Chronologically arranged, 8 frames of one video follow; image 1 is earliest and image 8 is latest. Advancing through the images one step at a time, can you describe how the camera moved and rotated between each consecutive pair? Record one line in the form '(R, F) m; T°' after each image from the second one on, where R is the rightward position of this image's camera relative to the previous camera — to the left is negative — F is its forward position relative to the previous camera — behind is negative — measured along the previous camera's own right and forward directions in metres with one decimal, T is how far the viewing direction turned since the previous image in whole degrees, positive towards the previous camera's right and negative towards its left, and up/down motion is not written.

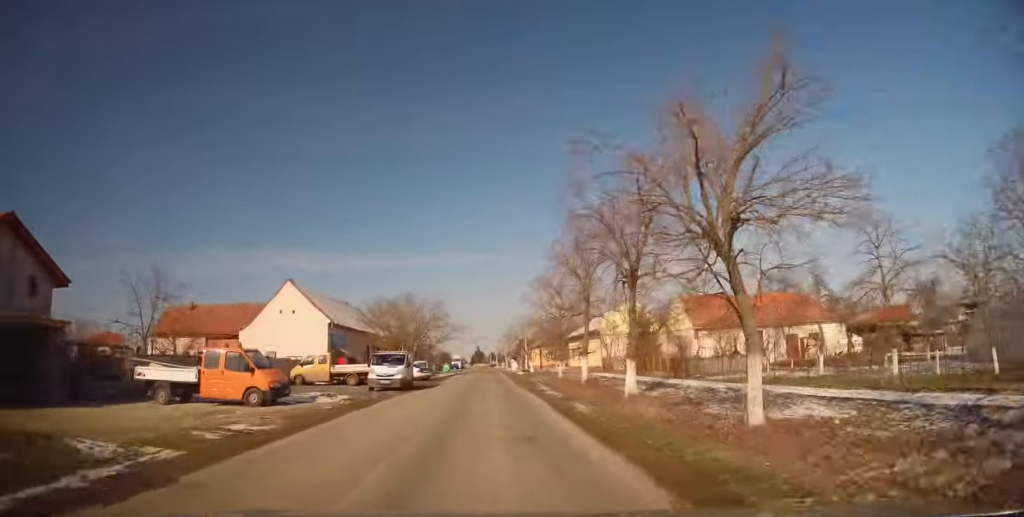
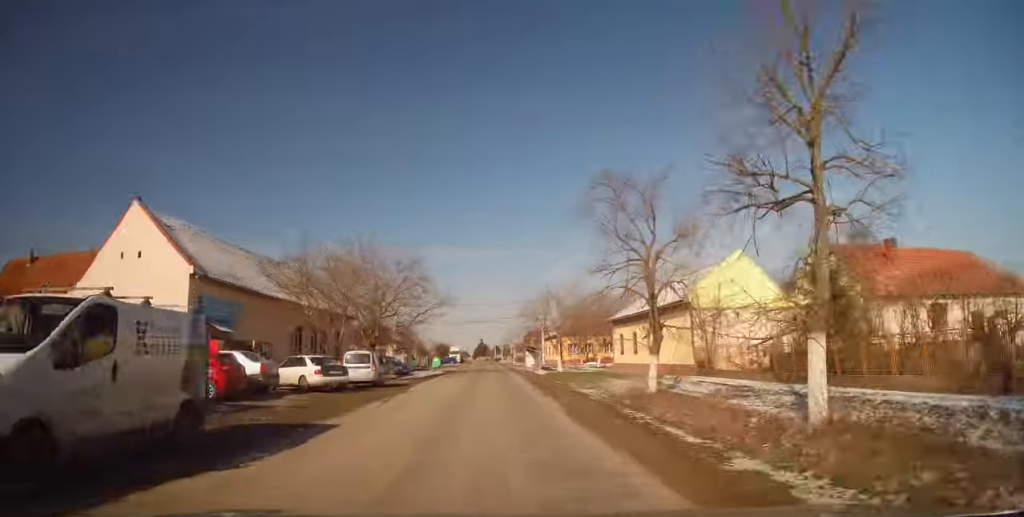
(0.0, +23.4) m; +1°
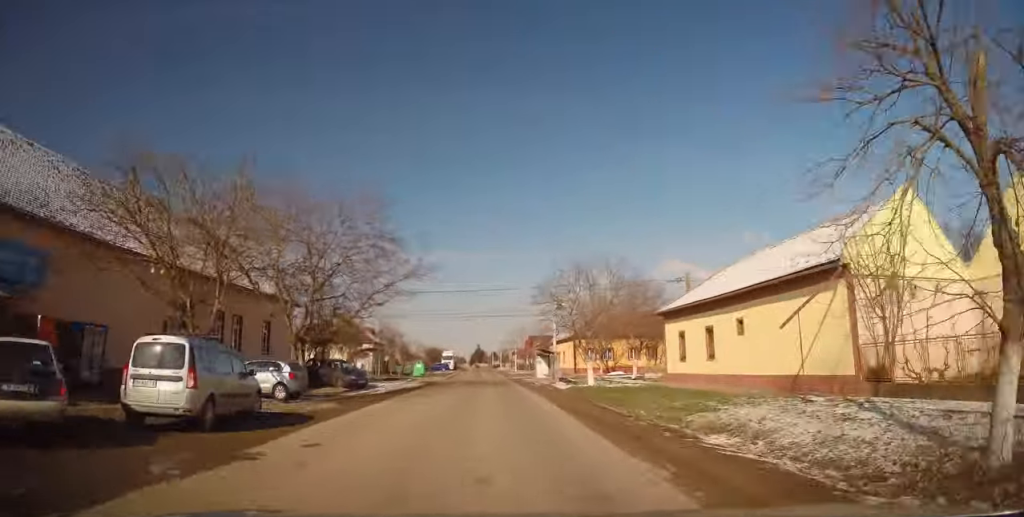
(+0.3, +14.7) m; 0°
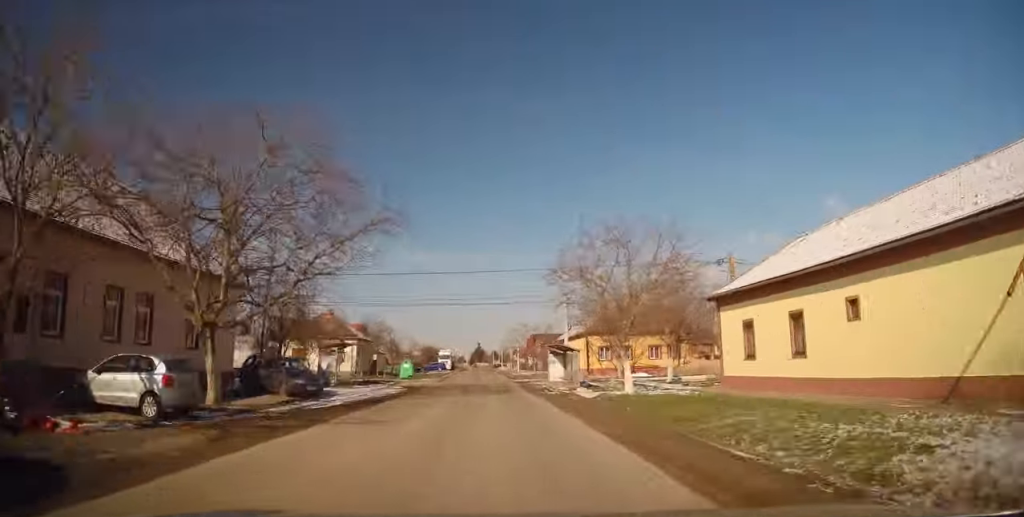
(-0.2, +8.3) m; -1°
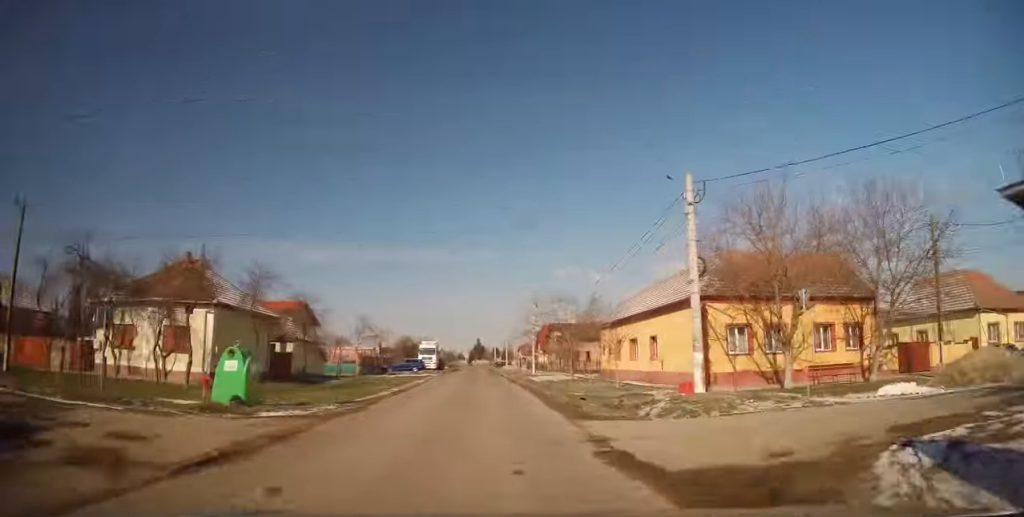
(-0.3, +30.9) m; 0°
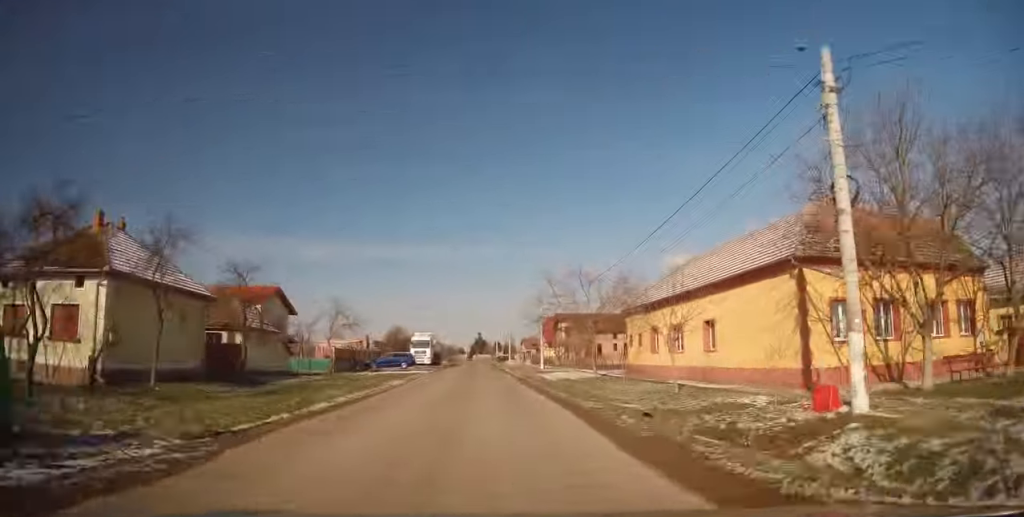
(0.0, +8.7) m; 0°
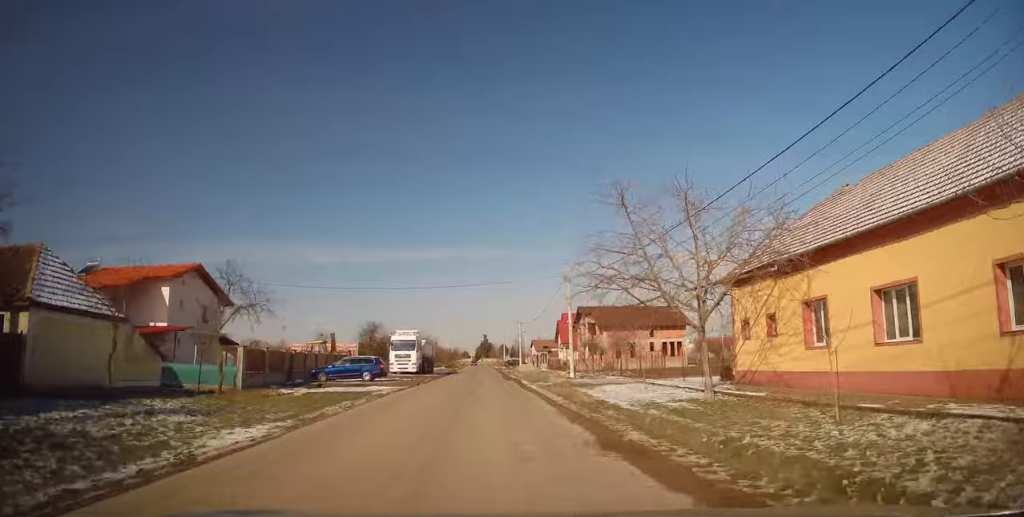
(0.0, +17.0) m; -1°
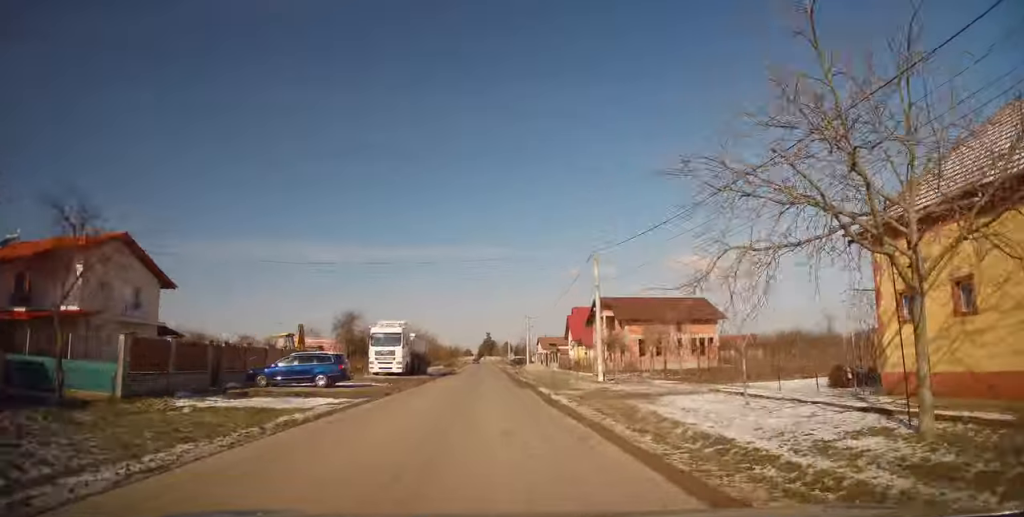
(+0.1, +9.5) m; -1°
